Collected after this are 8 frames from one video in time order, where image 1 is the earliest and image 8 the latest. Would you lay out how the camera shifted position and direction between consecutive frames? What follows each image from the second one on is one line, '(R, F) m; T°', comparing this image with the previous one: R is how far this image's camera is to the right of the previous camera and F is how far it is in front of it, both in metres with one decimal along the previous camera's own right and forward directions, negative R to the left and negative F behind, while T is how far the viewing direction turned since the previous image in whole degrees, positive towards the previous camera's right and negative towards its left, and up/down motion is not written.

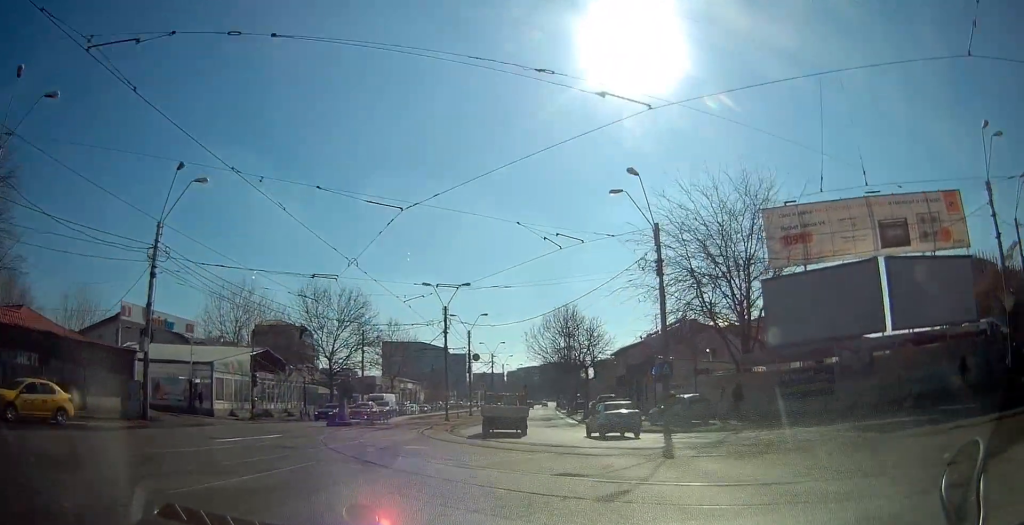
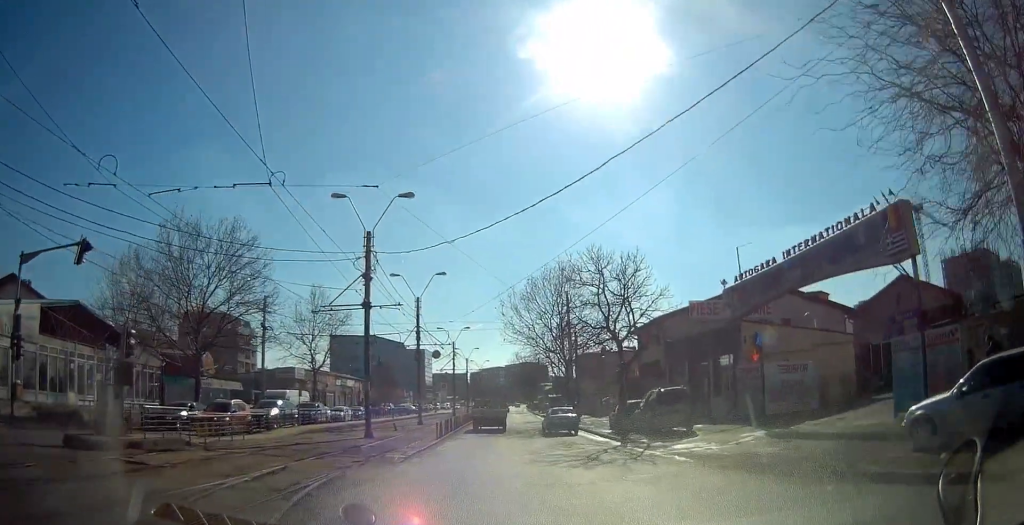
(+0.5, +21.4) m; +2°
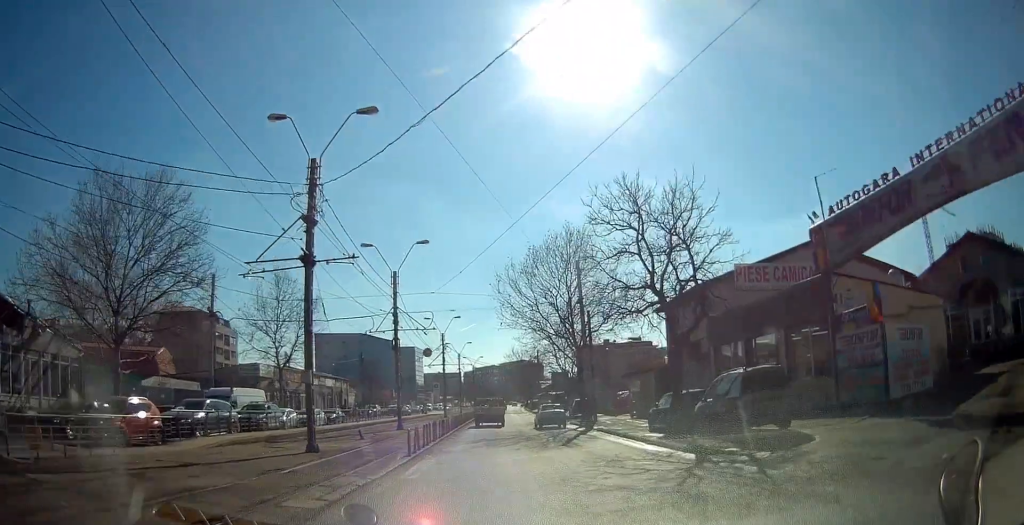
(0.0, +8.1) m; 0°
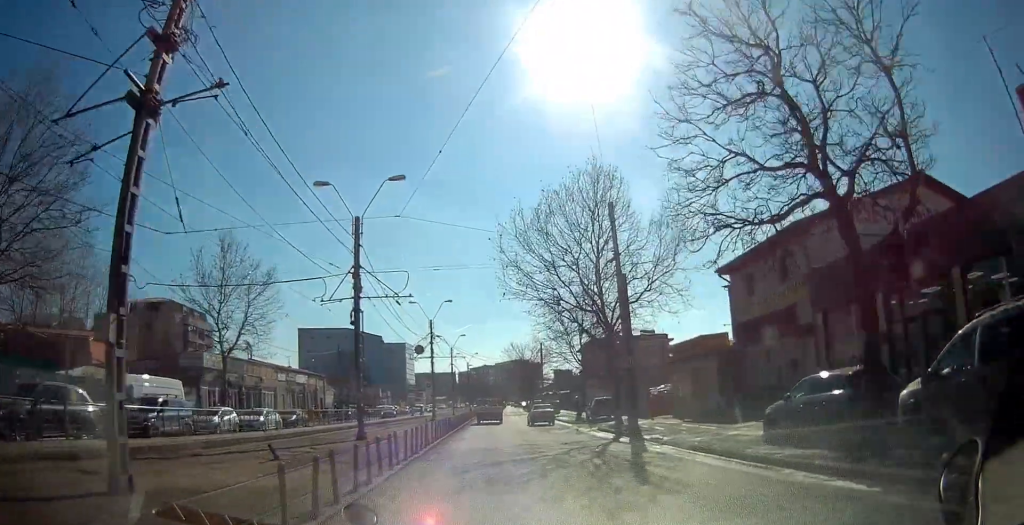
(+0.1, +10.0) m; +1°
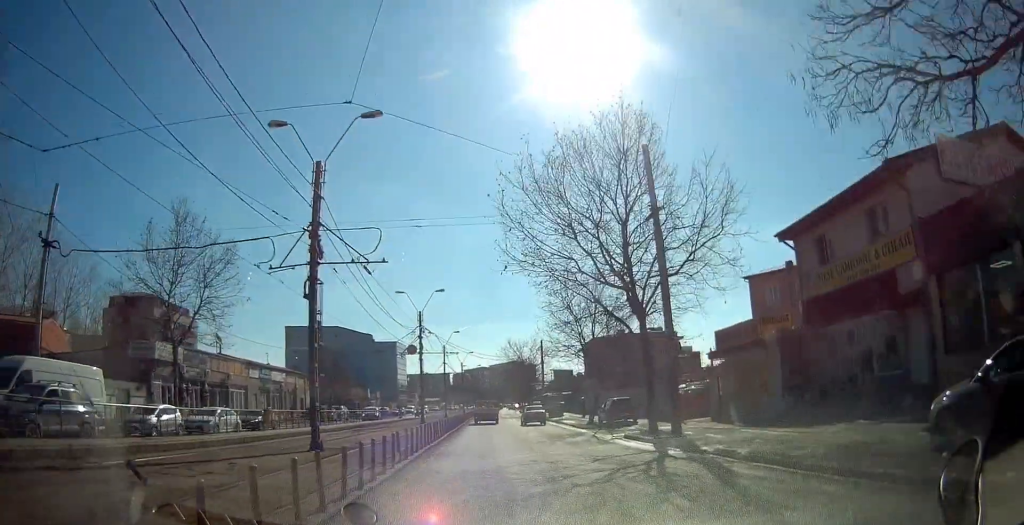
(0.0, +5.9) m; +1°
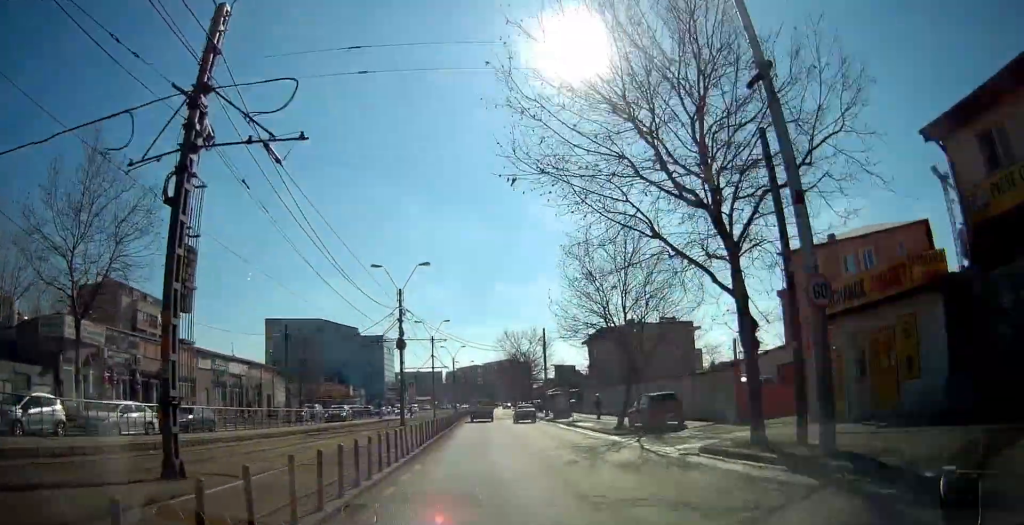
(+0.1, +8.4) m; 0°
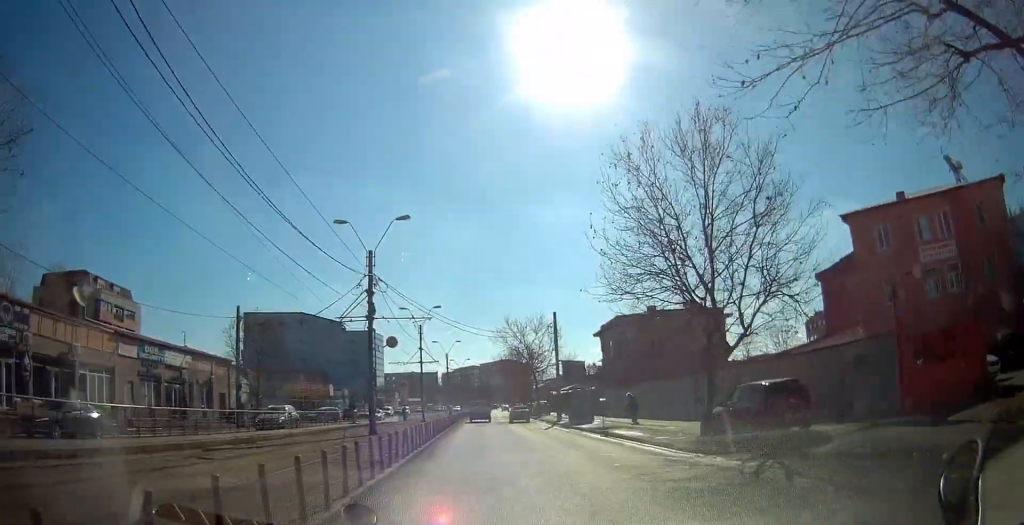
(0.0, +10.0) m; 0°
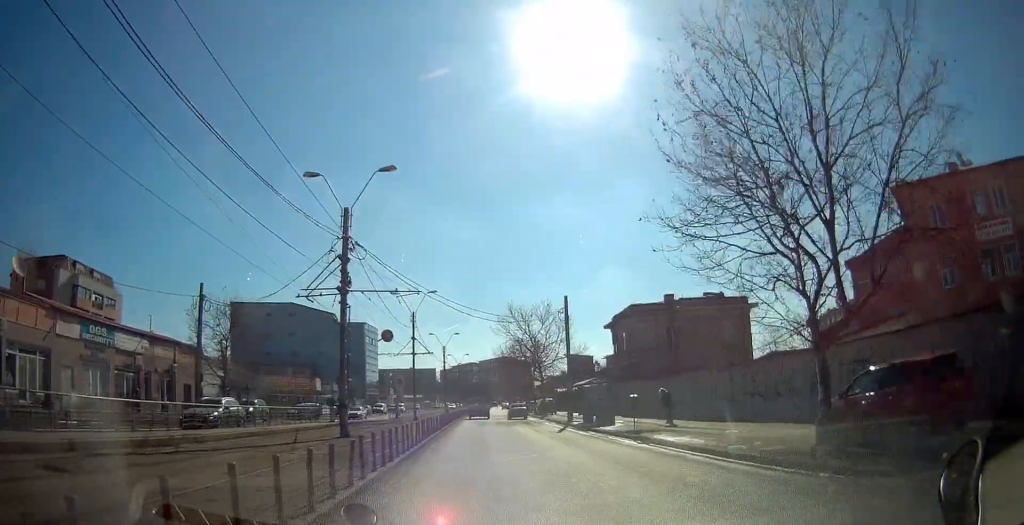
(-0.1, +6.0) m; +1°
